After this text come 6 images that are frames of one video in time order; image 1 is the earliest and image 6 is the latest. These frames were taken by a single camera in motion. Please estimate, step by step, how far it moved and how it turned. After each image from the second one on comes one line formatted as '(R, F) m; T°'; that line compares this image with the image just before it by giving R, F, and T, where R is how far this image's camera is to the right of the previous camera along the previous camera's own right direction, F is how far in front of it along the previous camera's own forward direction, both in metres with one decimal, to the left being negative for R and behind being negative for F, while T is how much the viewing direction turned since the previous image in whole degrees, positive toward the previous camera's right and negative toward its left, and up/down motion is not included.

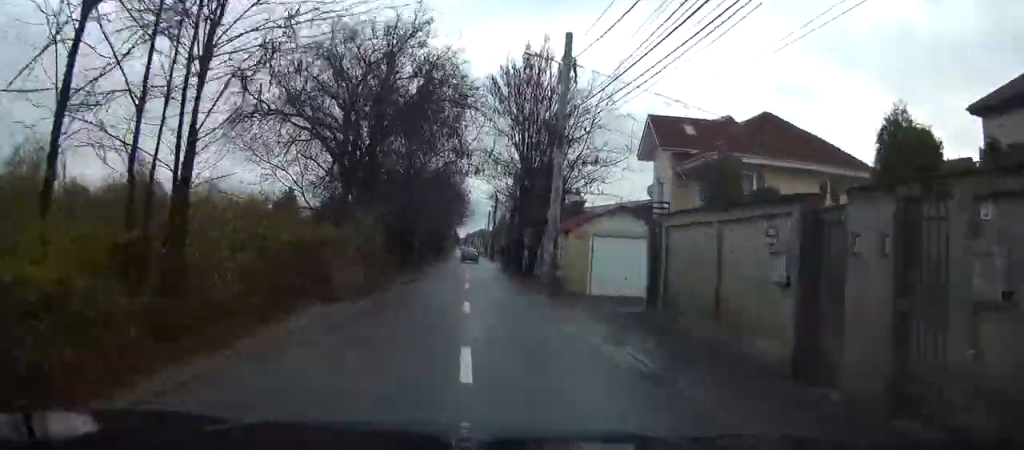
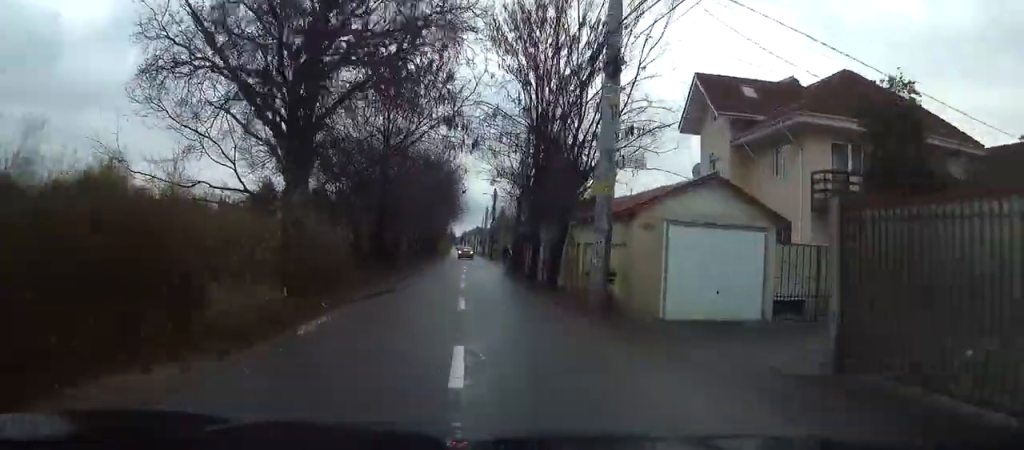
(0.0, +9.3) m; 0°
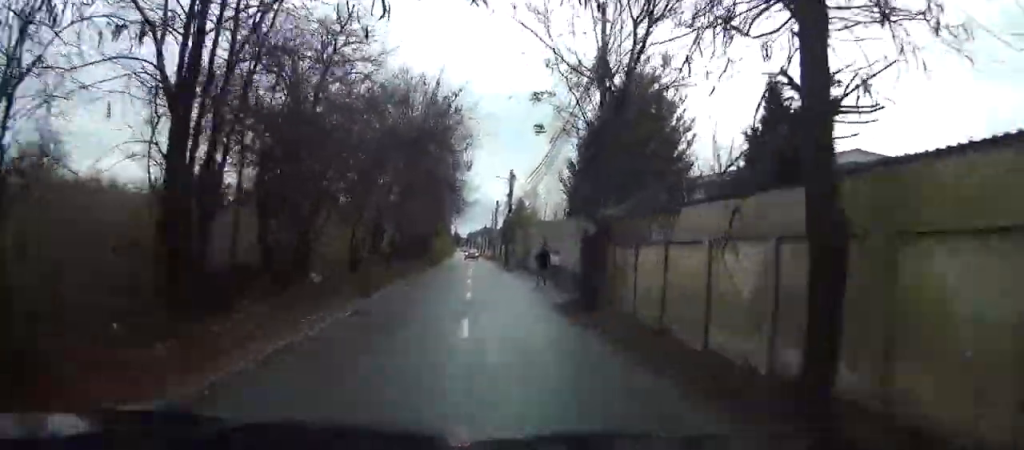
(0.0, +22.5) m; 0°
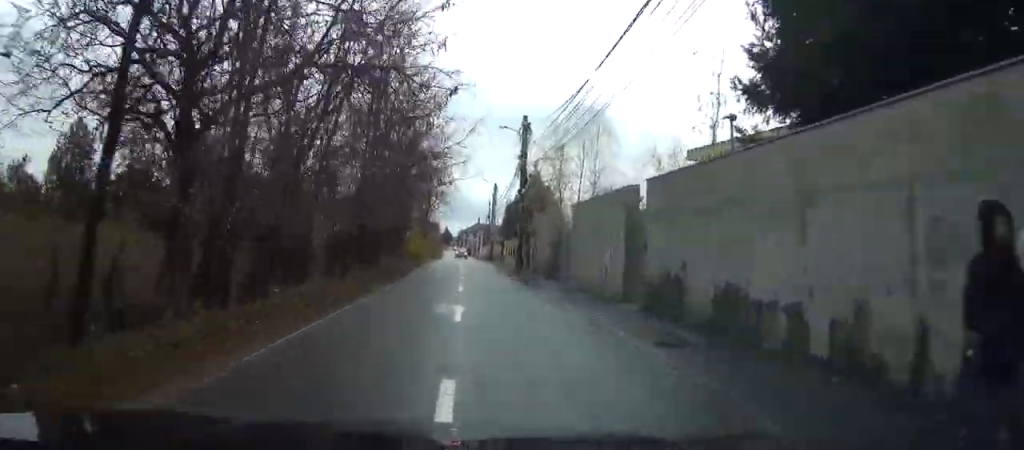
(-0.1, +24.5) m; 0°
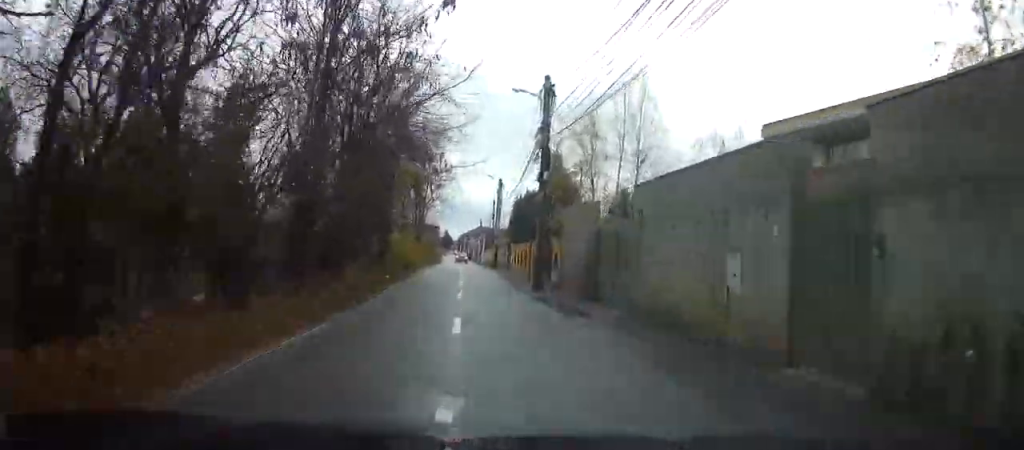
(0.0, +9.5) m; 0°
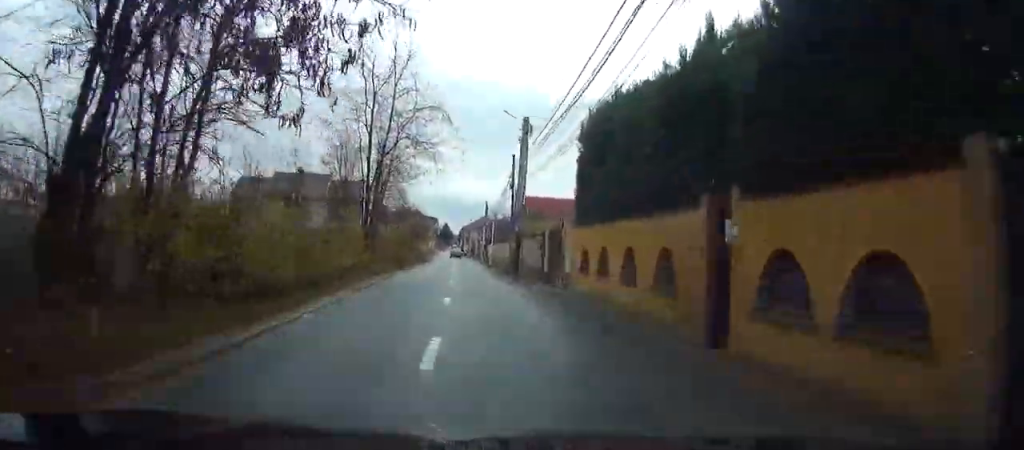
(+0.1, +30.8) m; 0°
